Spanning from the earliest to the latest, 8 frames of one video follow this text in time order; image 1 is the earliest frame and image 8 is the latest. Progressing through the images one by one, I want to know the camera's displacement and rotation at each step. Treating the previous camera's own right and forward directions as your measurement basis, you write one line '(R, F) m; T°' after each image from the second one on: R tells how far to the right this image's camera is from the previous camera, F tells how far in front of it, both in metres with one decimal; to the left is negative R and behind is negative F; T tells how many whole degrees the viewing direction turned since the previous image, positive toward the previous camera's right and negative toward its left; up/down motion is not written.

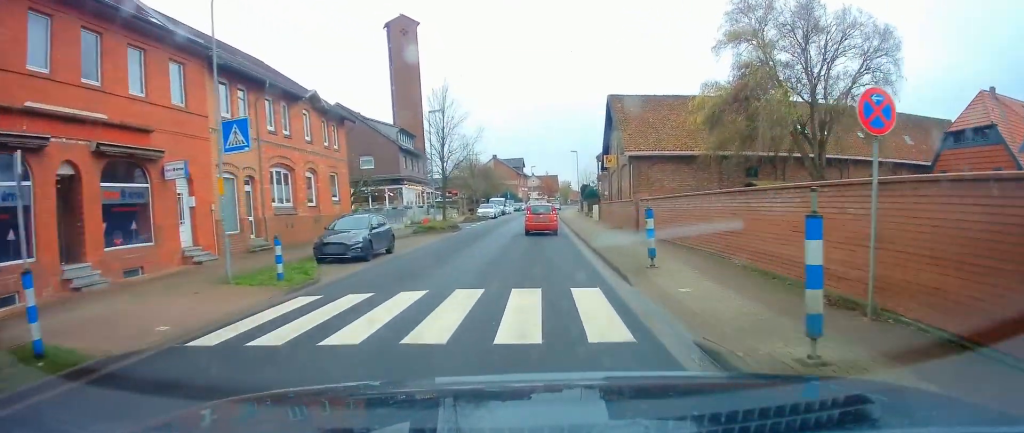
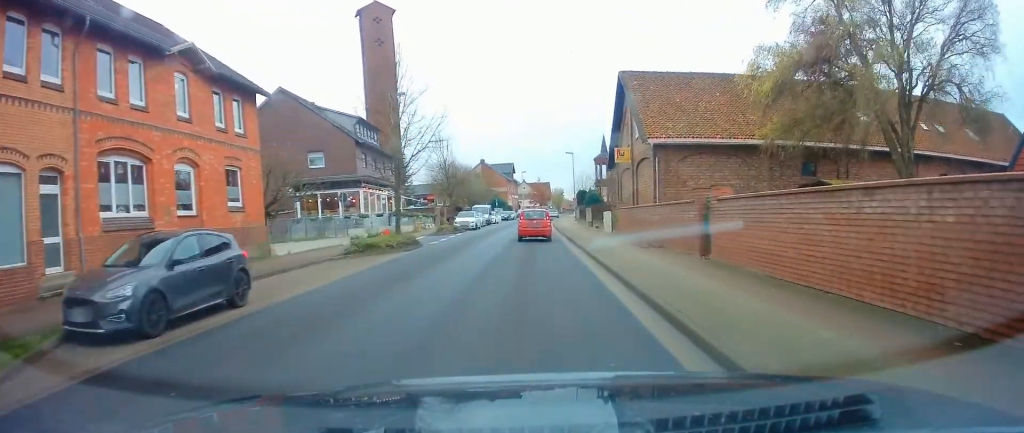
(0.0, +10.7) m; 0°
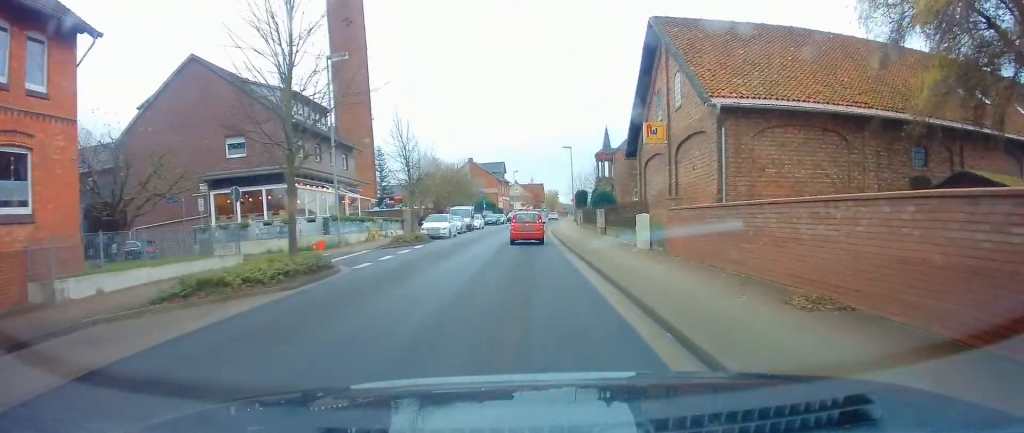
(0.0, +11.3) m; +1°
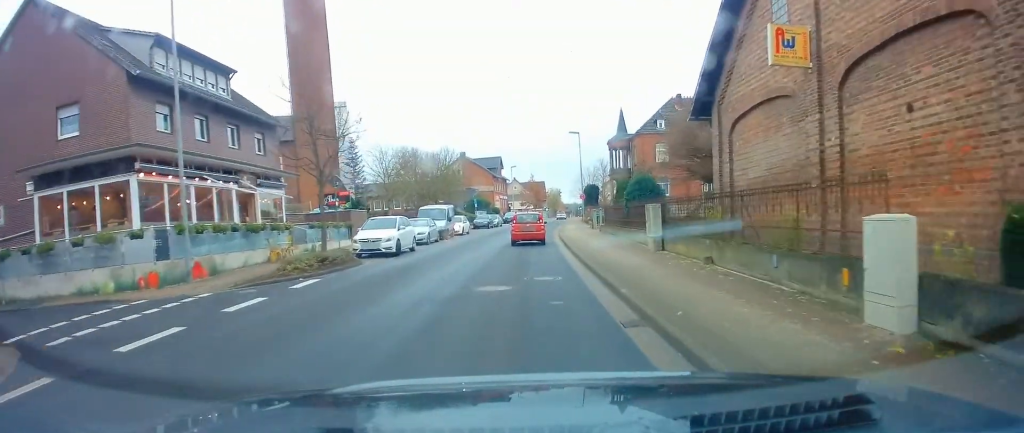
(+0.3, +13.7) m; 0°
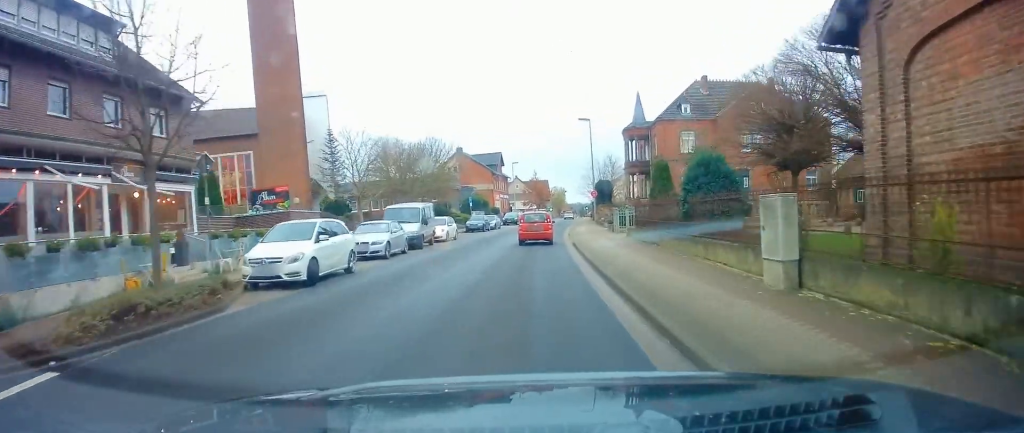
(-0.2, +8.9) m; 0°
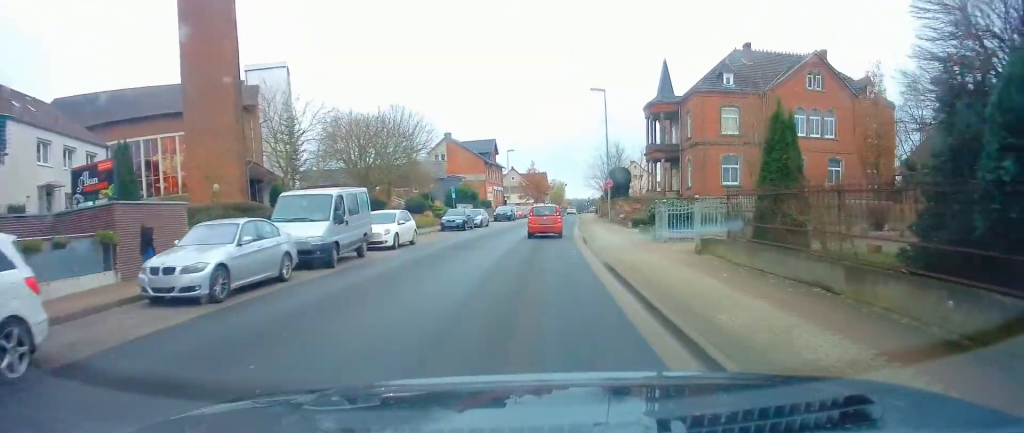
(+0.2, +11.5) m; +1°
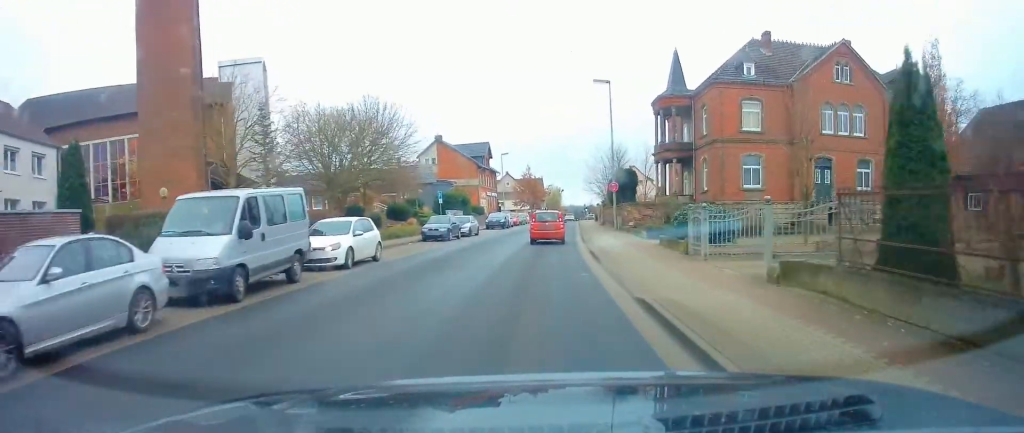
(0.0, +5.0) m; 0°
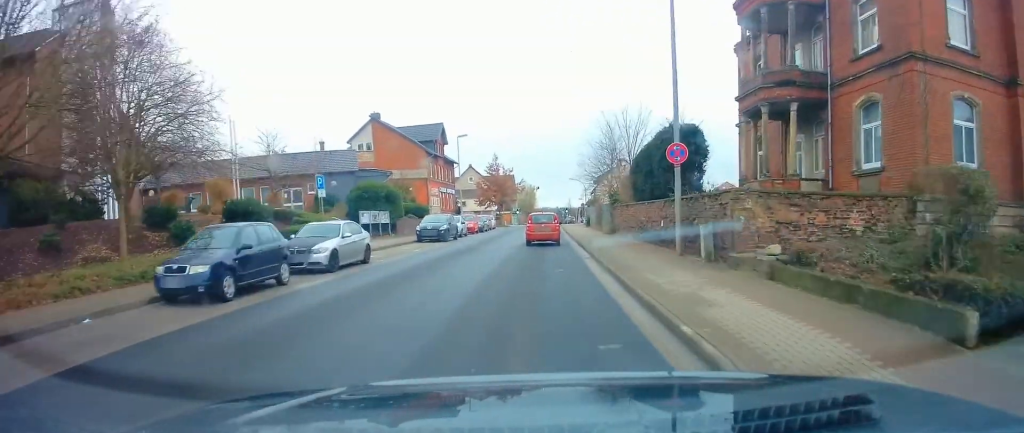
(0.0, +21.7) m; +1°
